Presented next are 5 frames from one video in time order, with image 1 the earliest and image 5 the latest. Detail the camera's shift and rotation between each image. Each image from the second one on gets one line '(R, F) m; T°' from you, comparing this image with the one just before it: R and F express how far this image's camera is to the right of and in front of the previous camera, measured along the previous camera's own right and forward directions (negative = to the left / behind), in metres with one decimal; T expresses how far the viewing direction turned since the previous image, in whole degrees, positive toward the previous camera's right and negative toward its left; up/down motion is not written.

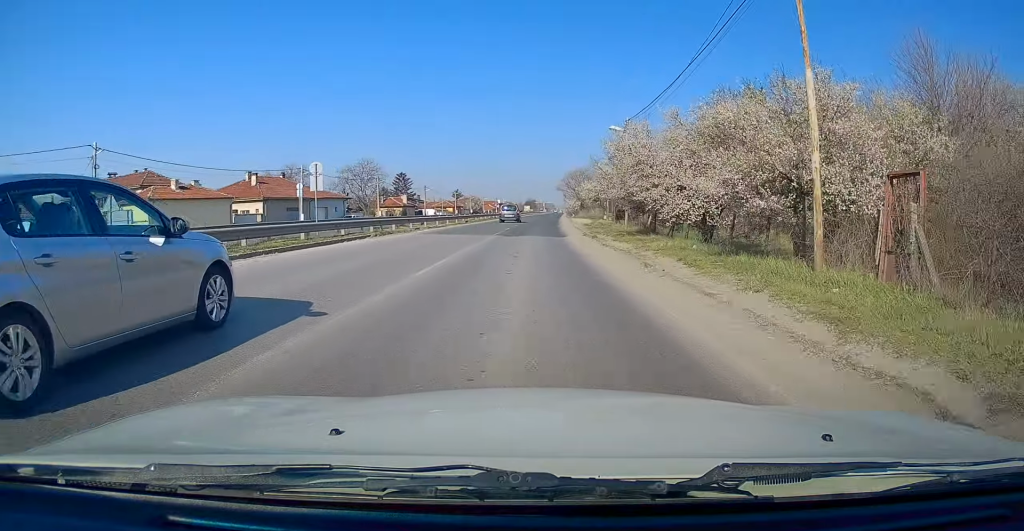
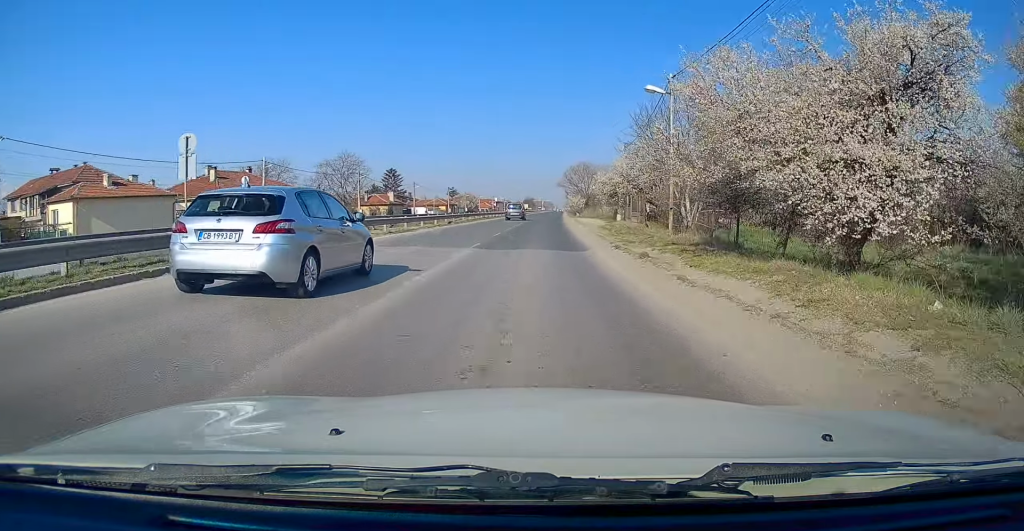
(0.0, +10.4) m; -1°
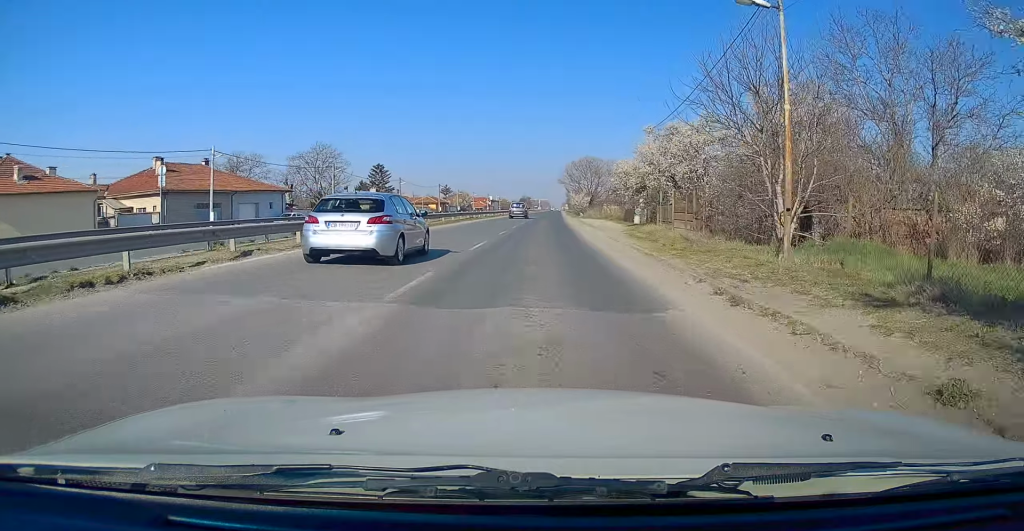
(-0.2, +10.2) m; -1°
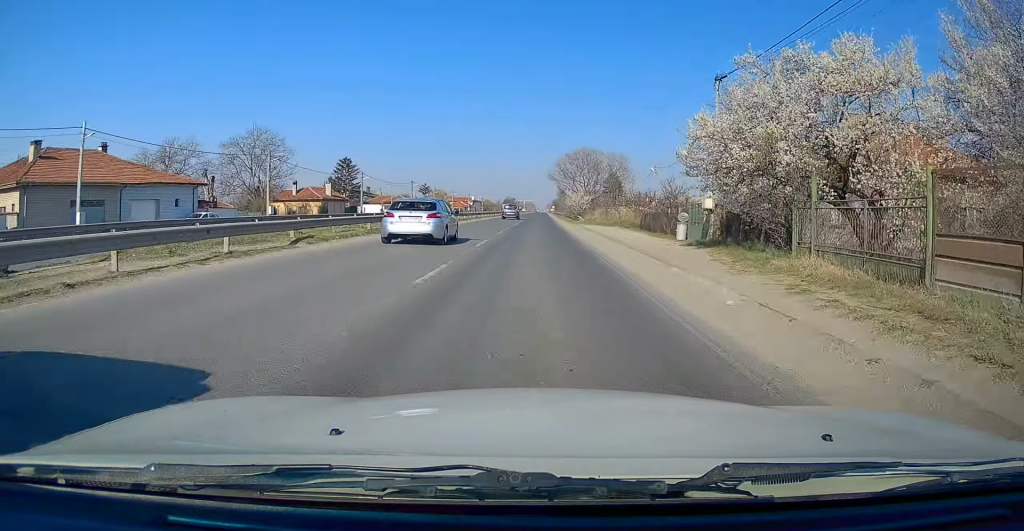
(+0.1, +15.9) m; +2°
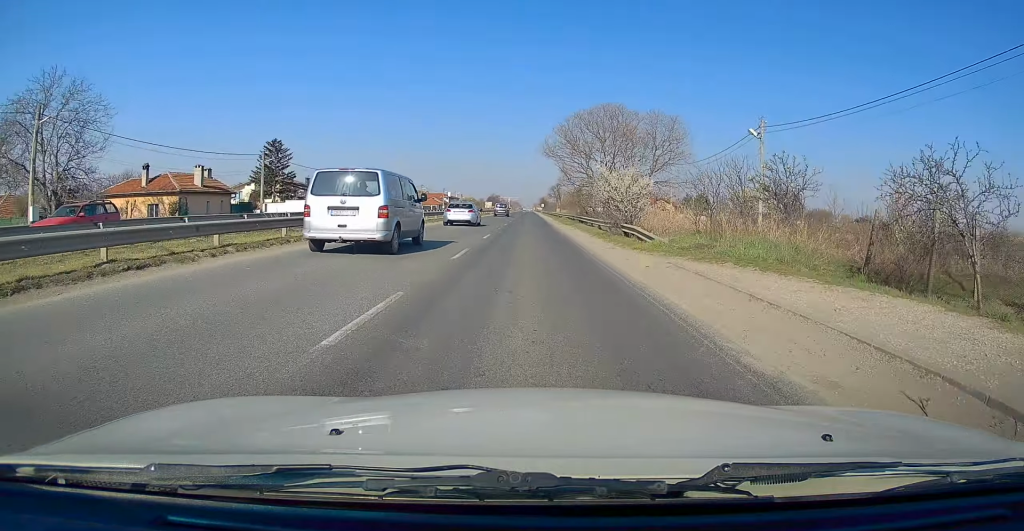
(+1.1, +32.4) m; +3°
